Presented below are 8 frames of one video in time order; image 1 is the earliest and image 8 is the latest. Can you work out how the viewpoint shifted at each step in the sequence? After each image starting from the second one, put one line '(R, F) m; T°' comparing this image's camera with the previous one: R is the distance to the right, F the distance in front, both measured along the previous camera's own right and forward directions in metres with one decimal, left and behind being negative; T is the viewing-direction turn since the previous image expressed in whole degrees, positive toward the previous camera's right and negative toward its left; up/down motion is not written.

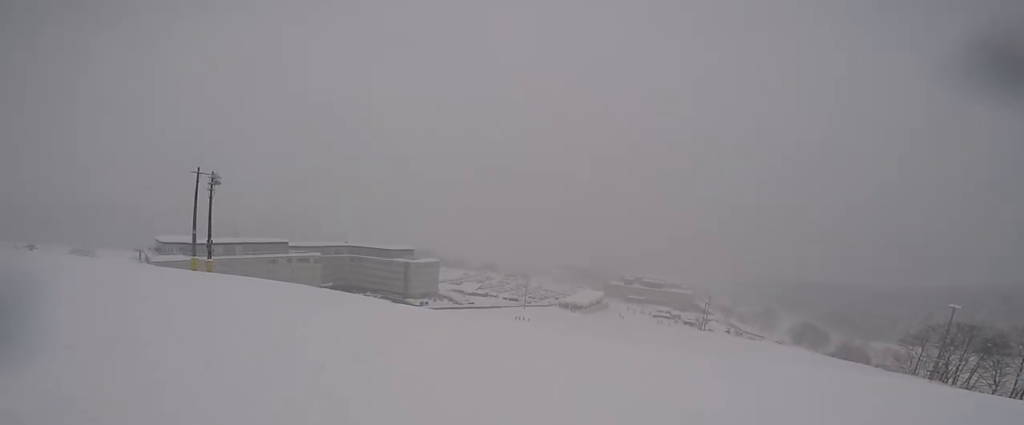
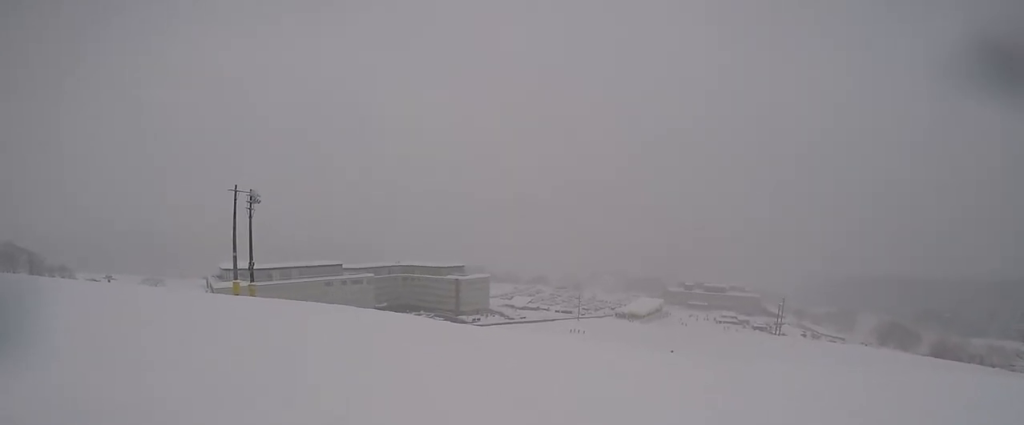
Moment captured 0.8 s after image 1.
(-0.8, +4.4) m; +4°
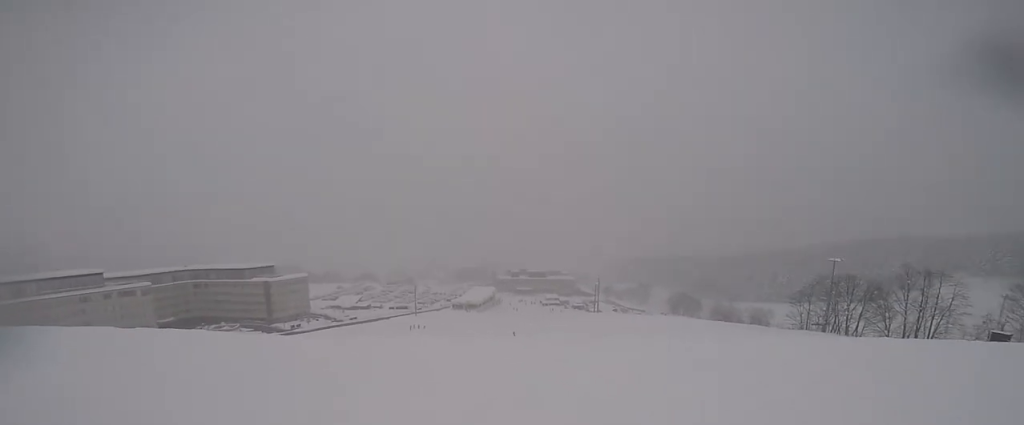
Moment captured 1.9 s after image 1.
(+1.2, +5.3) m; +4°
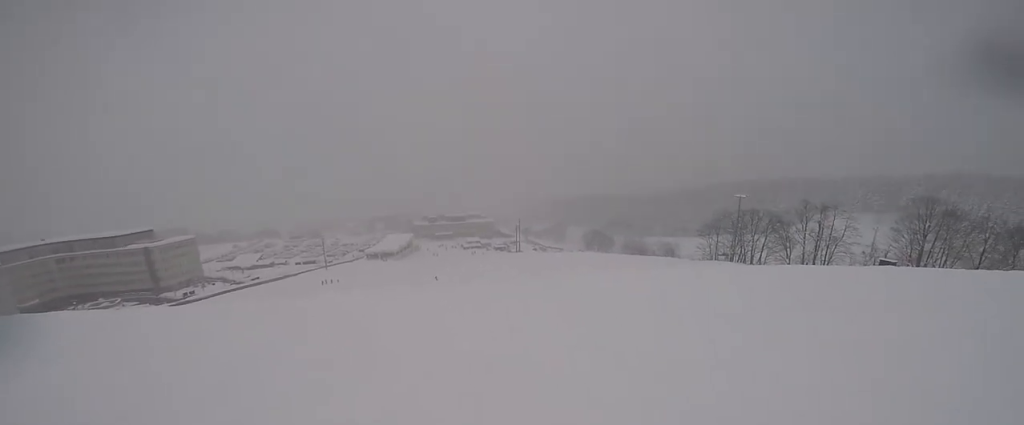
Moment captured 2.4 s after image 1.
(-0.4, +2.4) m; +9°
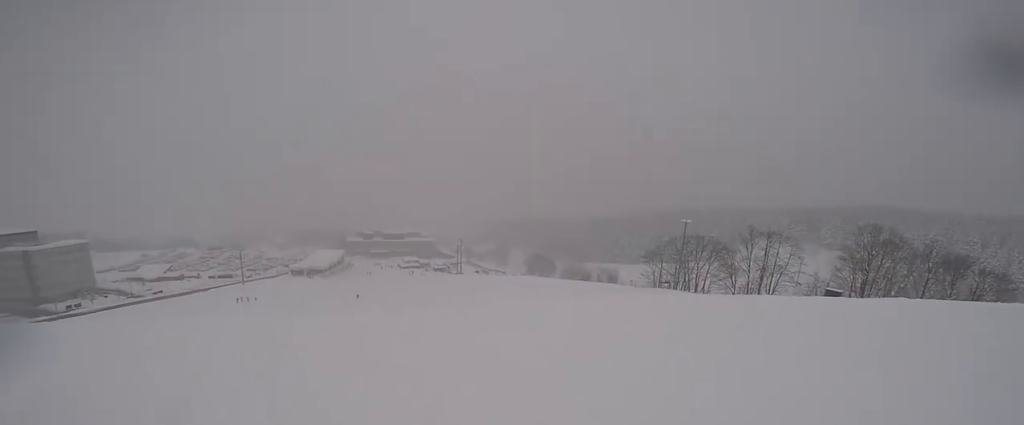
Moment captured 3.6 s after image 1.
(+1.5, +5.5) m; +18°
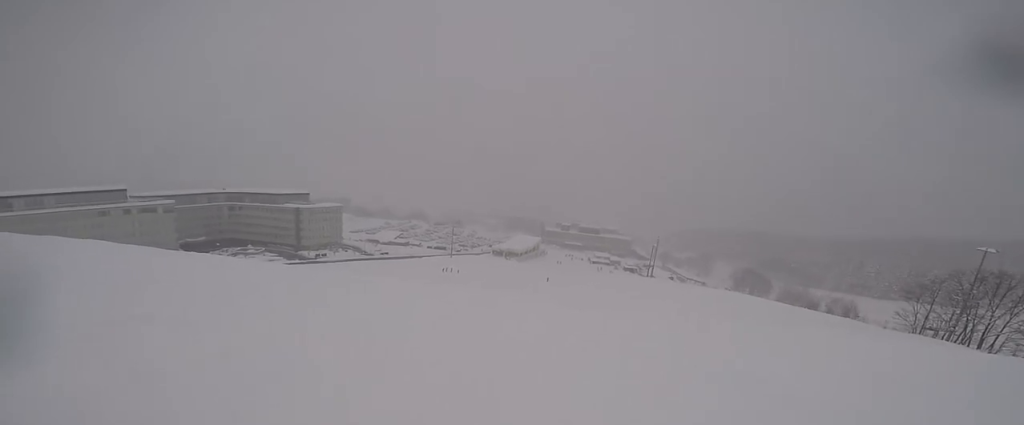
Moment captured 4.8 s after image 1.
(-0.7, +6.4) m; -14°
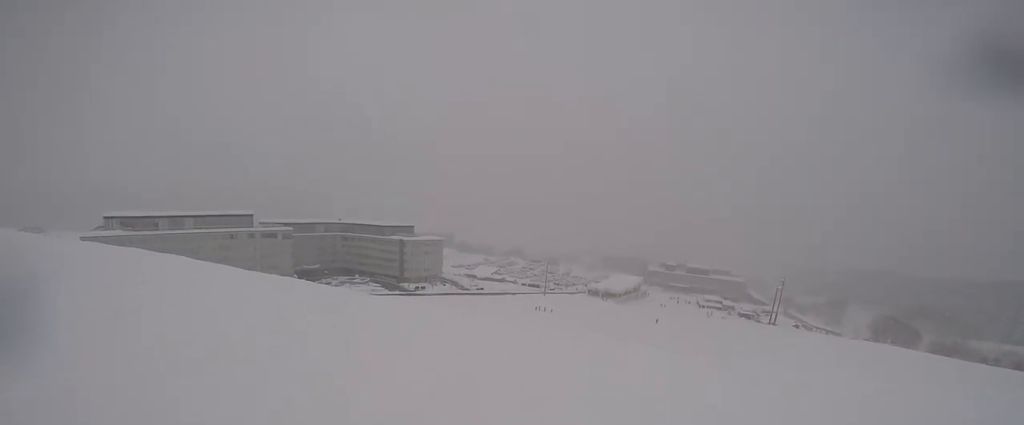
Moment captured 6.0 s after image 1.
(-0.4, +5.8) m; -16°
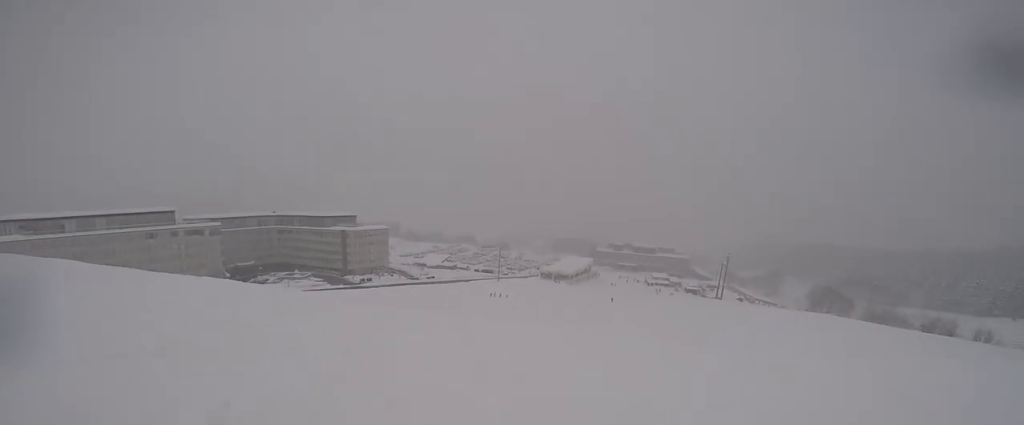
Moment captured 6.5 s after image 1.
(-0.7, +2.5) m; 0°
